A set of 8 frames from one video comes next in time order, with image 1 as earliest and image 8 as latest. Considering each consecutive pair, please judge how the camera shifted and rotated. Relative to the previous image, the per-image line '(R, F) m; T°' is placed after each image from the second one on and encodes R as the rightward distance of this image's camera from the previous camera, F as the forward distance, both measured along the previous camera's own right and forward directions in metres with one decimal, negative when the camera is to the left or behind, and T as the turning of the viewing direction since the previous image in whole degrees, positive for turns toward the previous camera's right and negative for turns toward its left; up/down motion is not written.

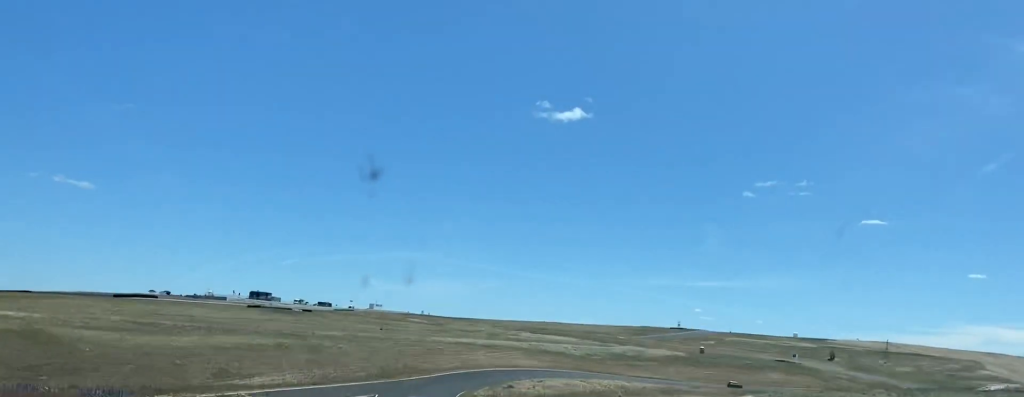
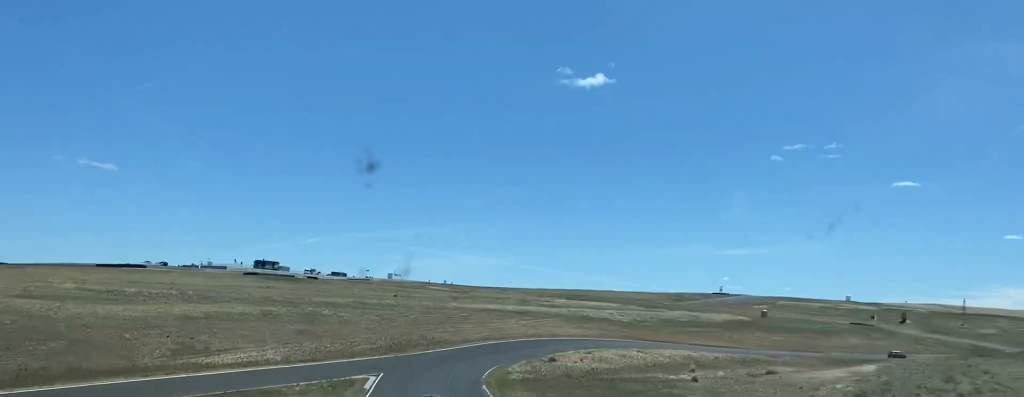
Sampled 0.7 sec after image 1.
(-0.4, +32.1) m; -1°
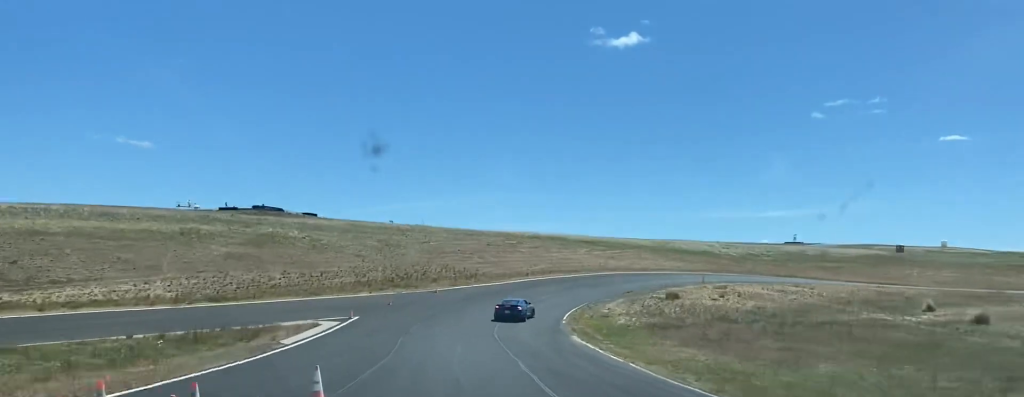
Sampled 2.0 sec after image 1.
(-1.1, +50.2) m; -1°
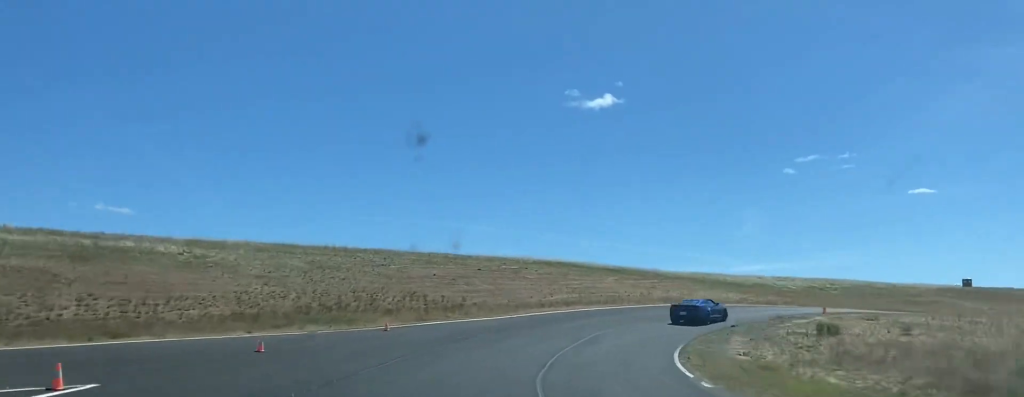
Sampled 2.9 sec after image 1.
(+0.3, +32.1) m; +5°
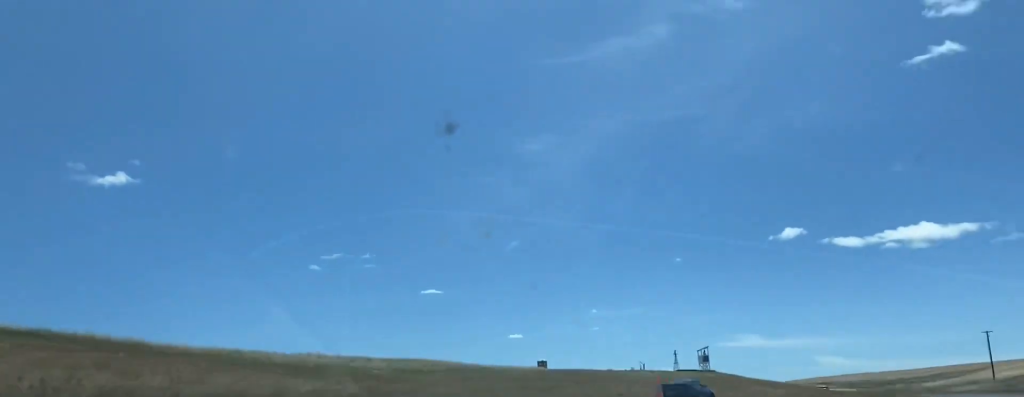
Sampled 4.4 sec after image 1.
(+6.7, +44.2) m; +25°
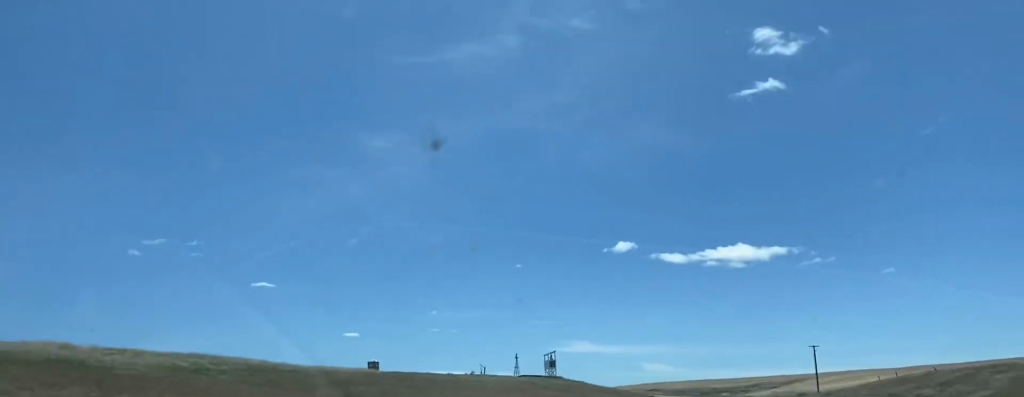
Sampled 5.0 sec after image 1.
(+2.2, +14.8) m; +13°
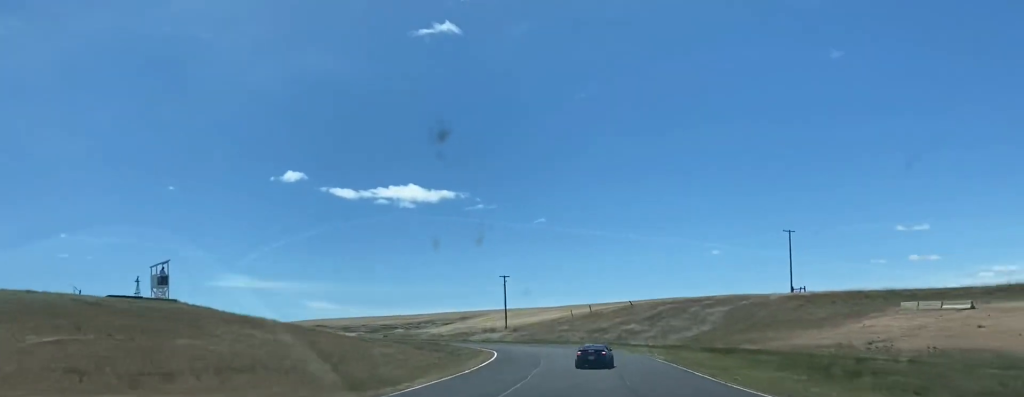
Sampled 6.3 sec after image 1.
(+8.4, +34.3) m; +23°
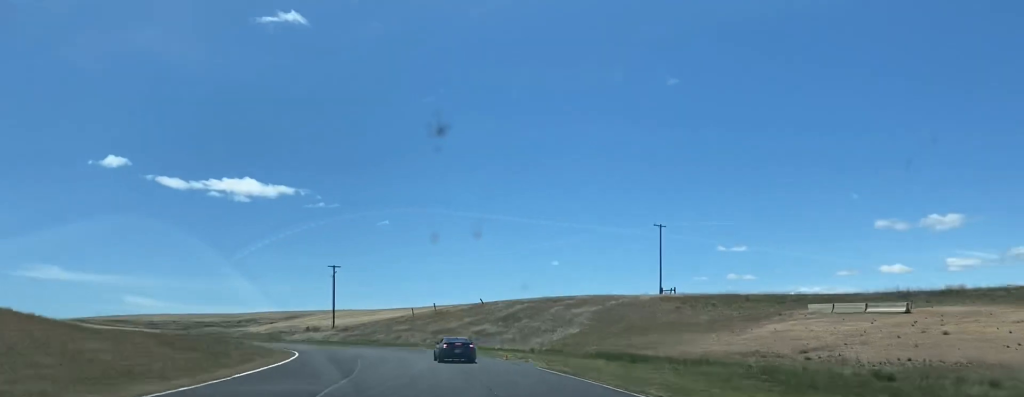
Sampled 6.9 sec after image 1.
(+1.3, +17.9) m; +5°
